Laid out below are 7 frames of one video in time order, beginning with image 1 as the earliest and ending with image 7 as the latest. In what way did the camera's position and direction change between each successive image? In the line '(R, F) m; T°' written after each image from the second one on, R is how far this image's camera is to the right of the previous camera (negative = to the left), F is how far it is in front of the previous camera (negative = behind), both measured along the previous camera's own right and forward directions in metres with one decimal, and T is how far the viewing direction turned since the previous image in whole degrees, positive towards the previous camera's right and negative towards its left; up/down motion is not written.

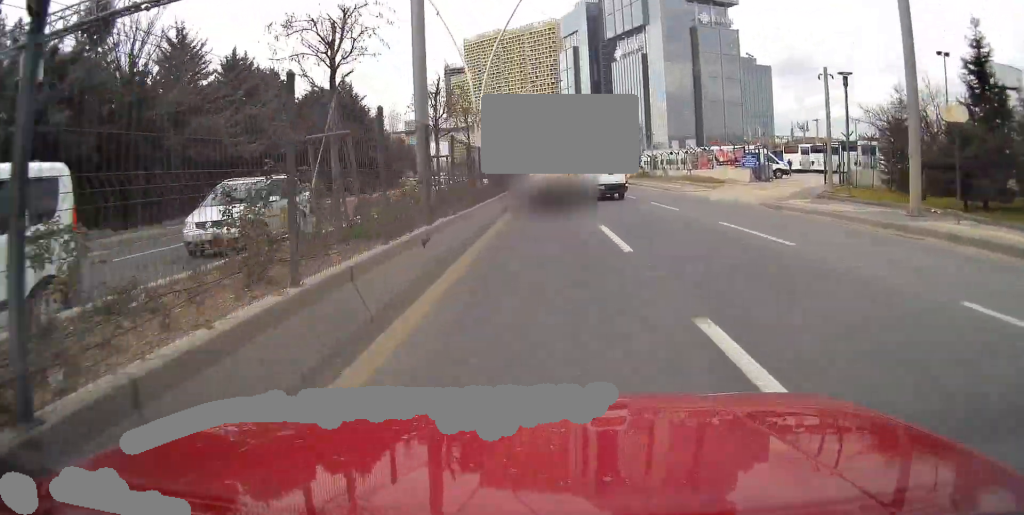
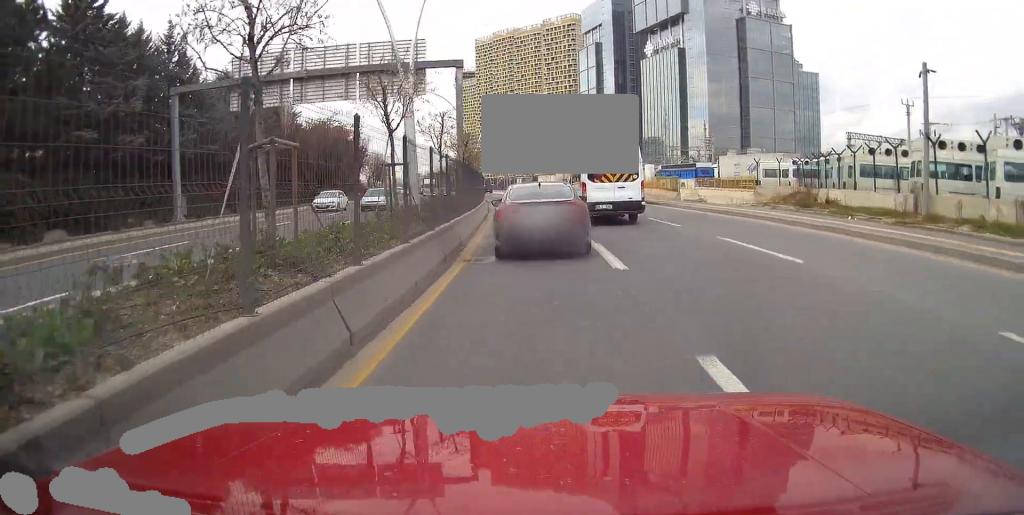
(+1.2, +51.0) m; +3°
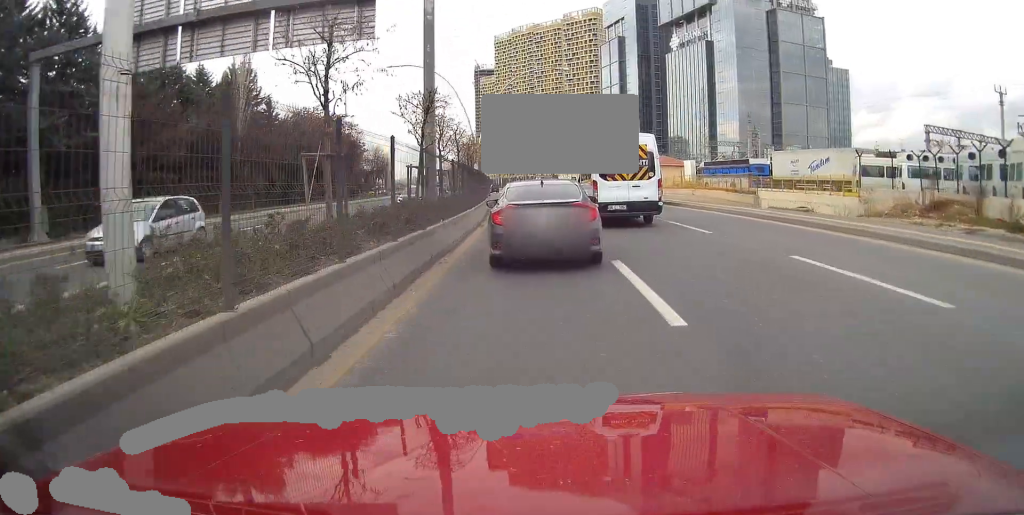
(0.0, +13.9) m; 0°
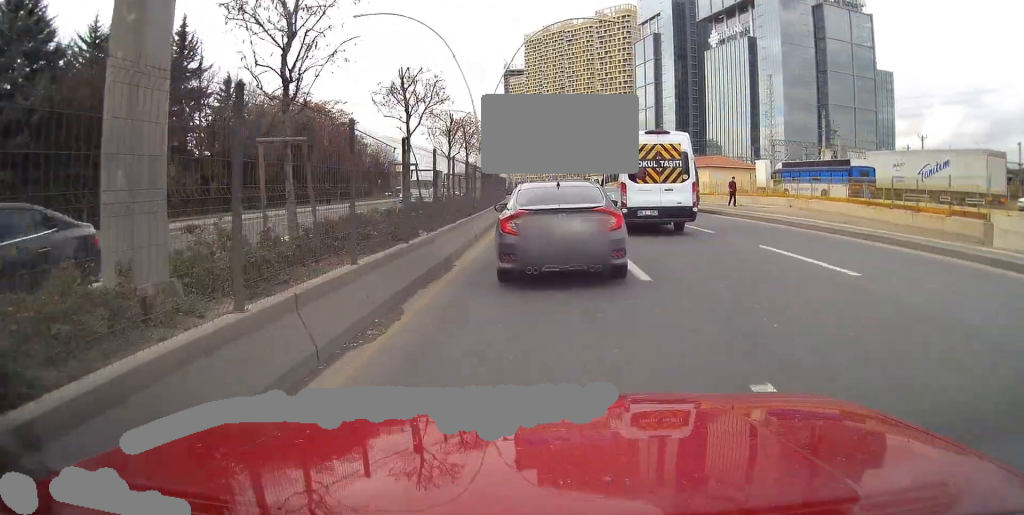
(0.0, +16.9) m; 0°
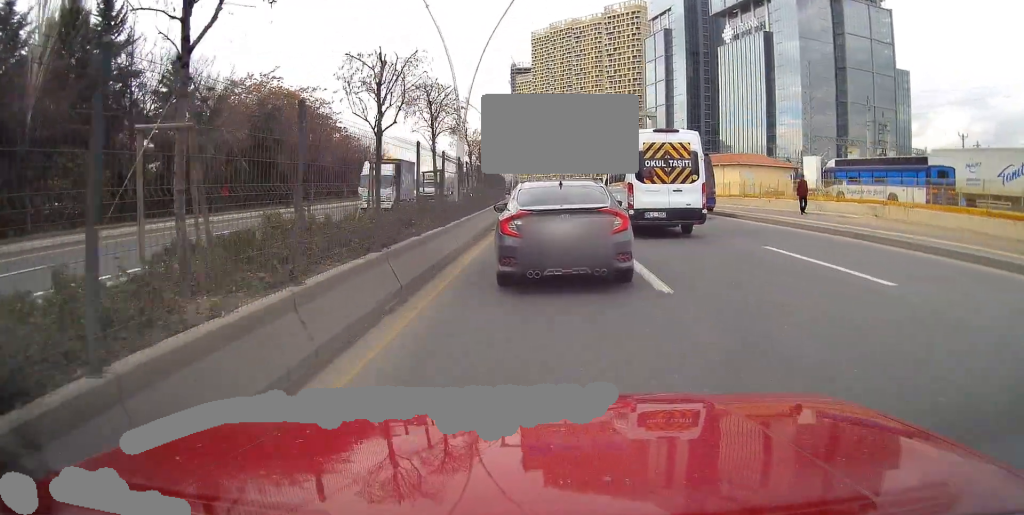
(0.0, +10.1) m; 0°
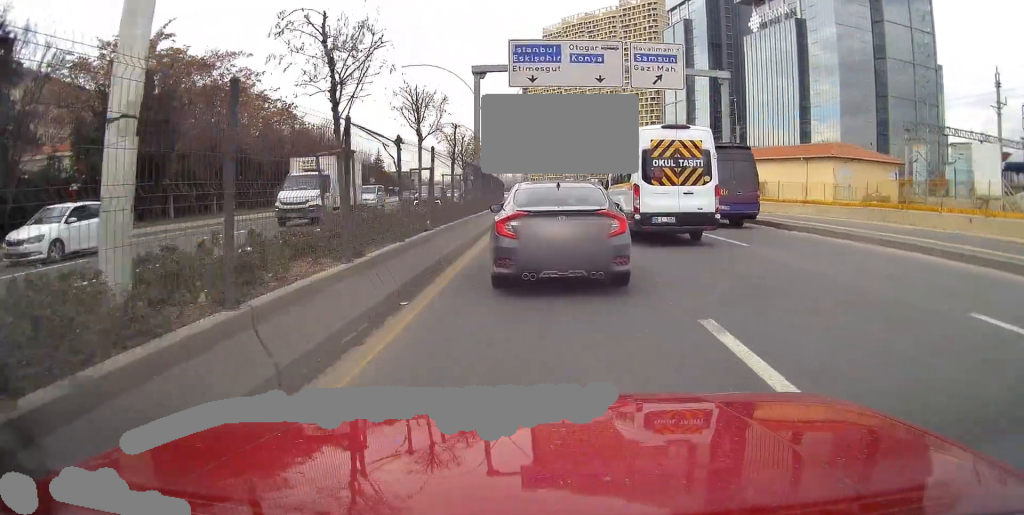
(-0.4, +20.6) m; -3°
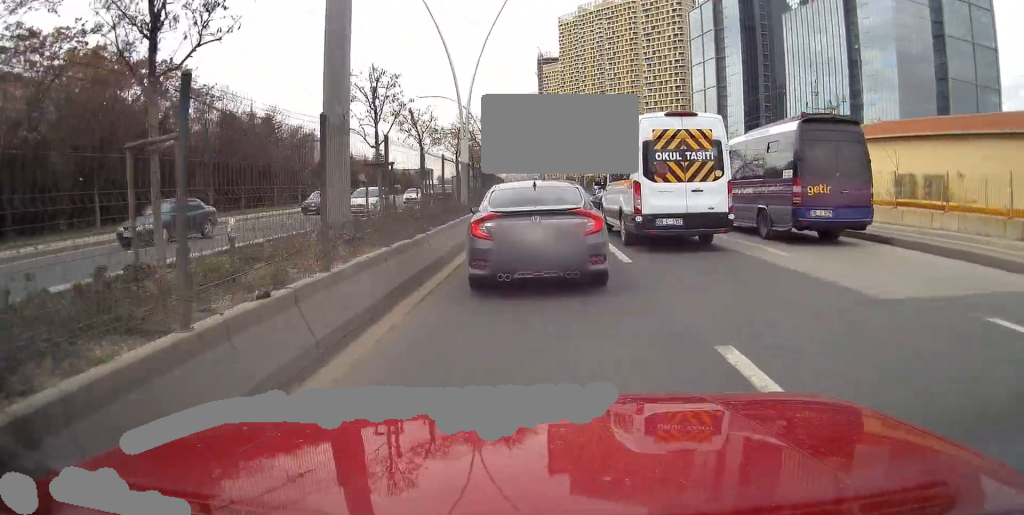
(-0.9, +24.1) m; -3°
